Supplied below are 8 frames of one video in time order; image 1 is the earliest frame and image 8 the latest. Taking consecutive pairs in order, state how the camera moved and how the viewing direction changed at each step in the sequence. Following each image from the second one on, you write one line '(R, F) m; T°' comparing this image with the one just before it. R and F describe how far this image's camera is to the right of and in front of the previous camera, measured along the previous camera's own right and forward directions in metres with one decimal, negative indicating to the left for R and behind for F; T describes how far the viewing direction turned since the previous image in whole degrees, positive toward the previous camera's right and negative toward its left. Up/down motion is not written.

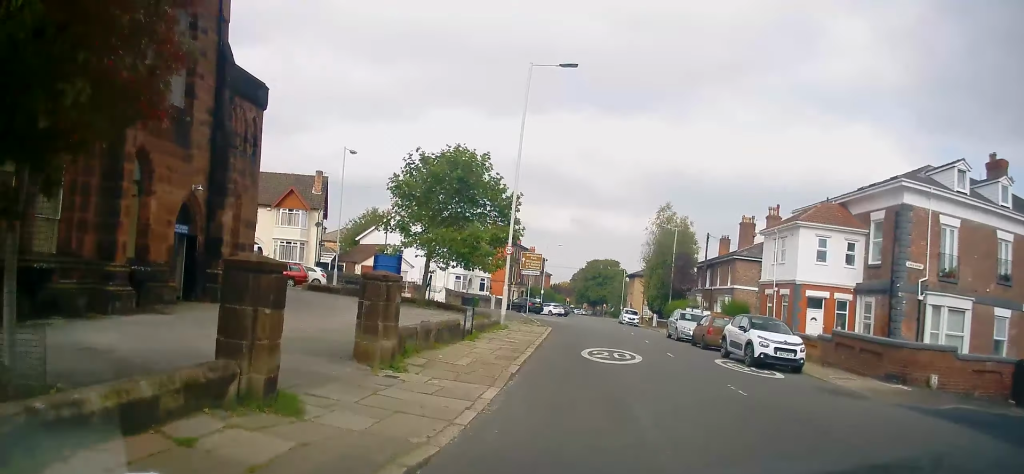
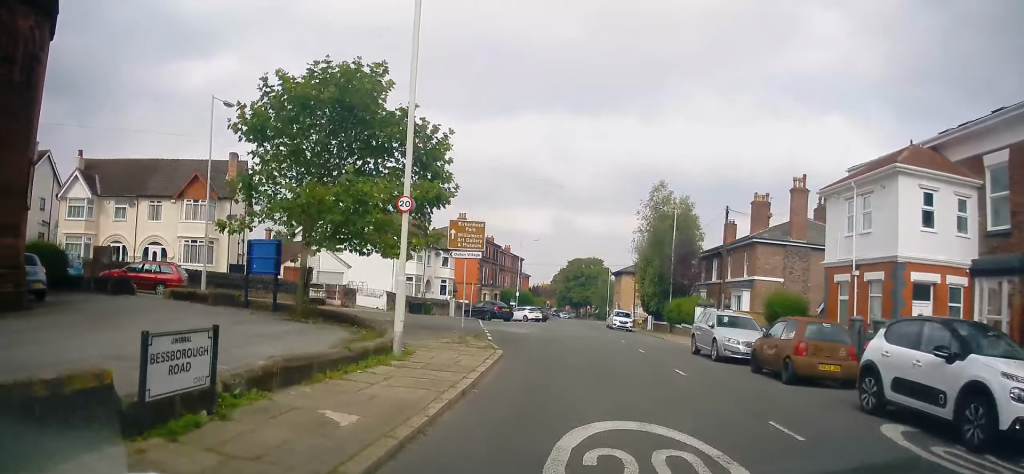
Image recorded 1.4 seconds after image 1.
(+0.1, +11.0) m; +1°
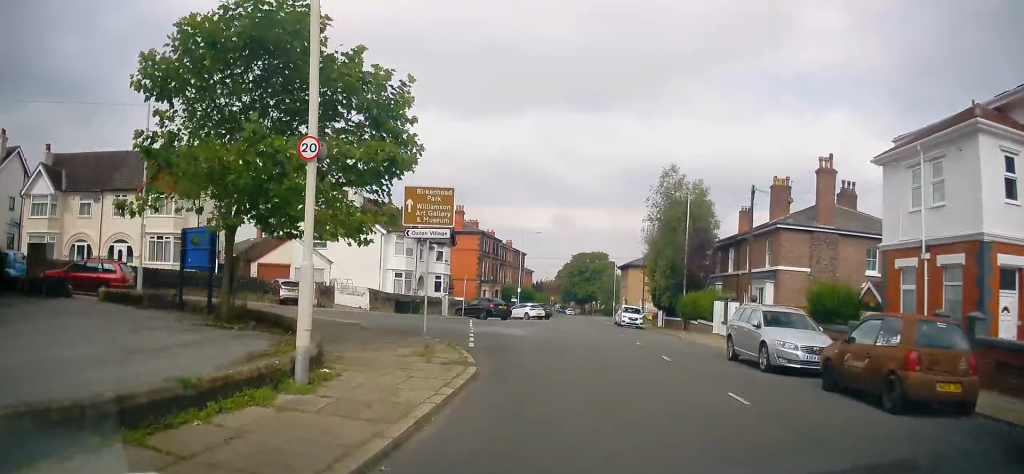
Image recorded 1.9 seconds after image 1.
(0.0, +4.3) m; 0°
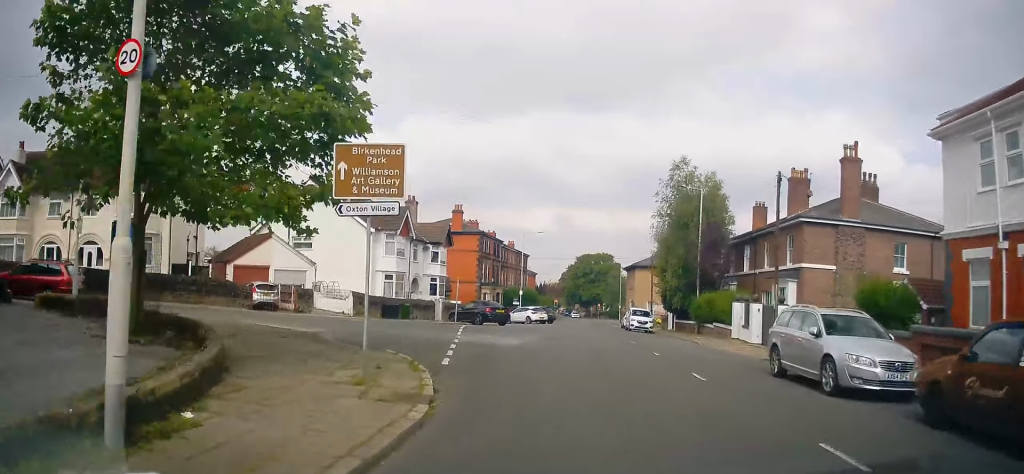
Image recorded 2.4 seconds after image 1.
(0.0, +3.5) m; 0°
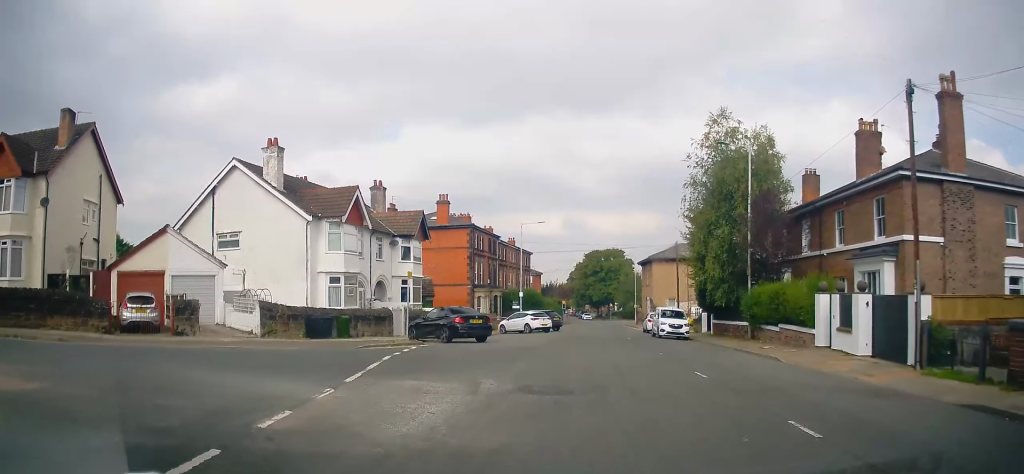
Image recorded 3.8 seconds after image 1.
(-0.1, +10.8) m; -2°
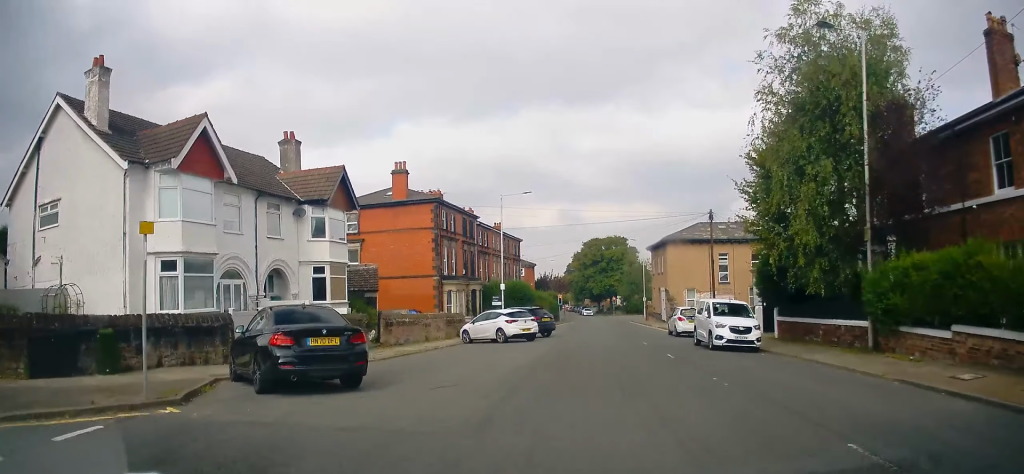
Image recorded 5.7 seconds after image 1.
(-0.2, +13.5) m; -1°
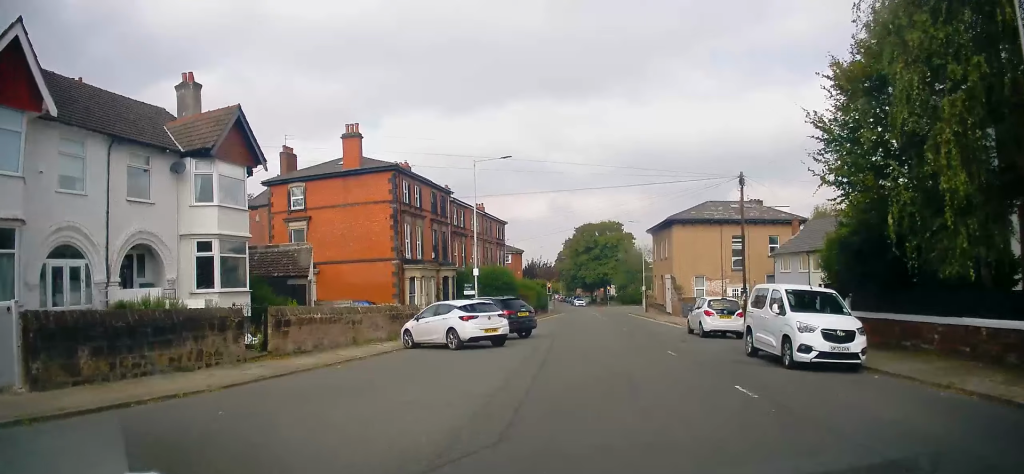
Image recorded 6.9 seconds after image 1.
(0.0, +8.3) m; 0°
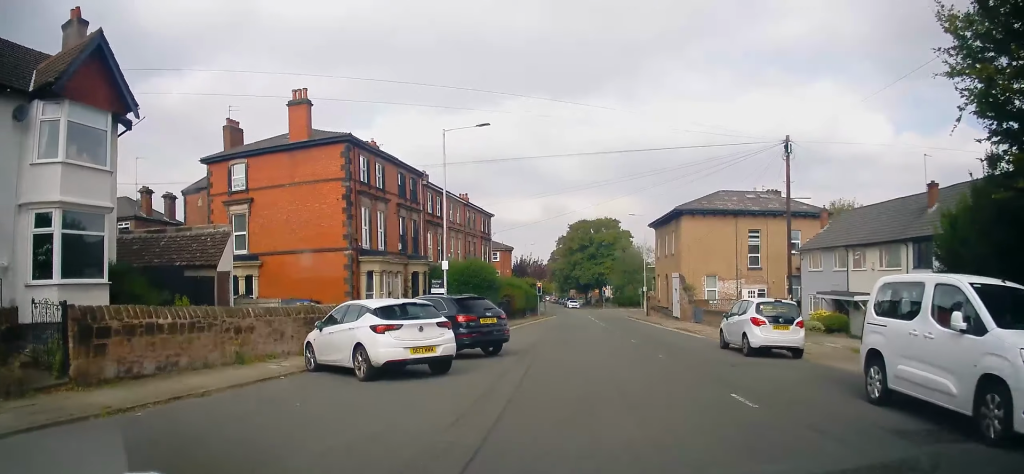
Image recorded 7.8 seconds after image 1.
(0.0, +7.0) m; +1°
